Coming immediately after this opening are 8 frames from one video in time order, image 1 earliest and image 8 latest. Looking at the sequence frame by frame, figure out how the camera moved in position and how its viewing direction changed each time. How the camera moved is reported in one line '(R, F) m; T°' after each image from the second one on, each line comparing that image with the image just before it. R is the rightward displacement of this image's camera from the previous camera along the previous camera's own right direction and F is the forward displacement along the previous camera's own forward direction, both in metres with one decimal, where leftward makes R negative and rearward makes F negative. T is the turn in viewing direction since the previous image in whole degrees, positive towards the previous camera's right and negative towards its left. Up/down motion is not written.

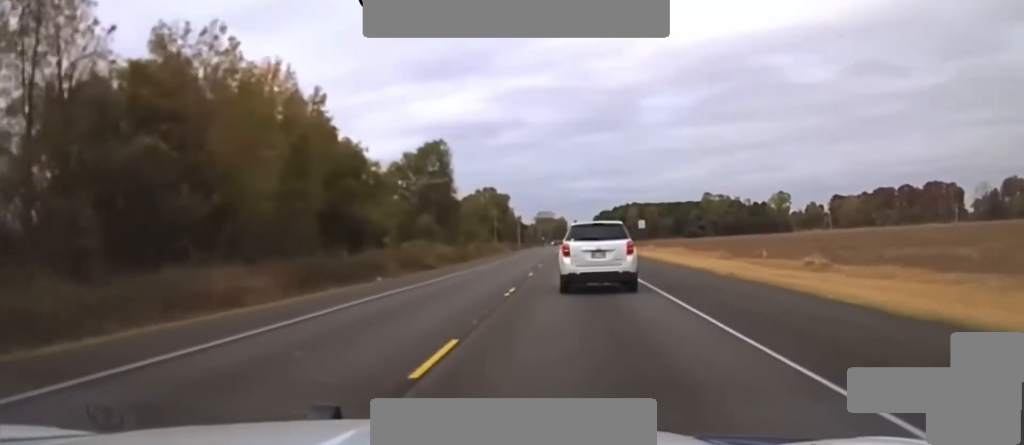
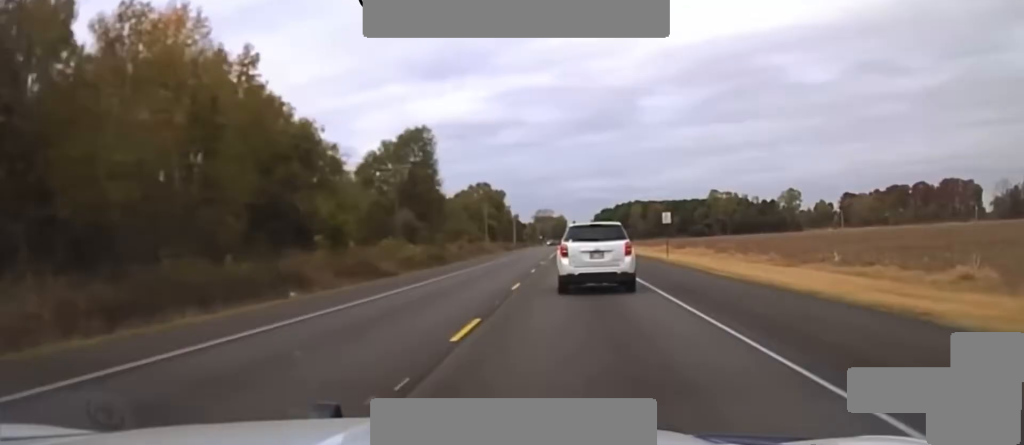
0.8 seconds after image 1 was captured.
(-0.2, +21.0) m; -1°
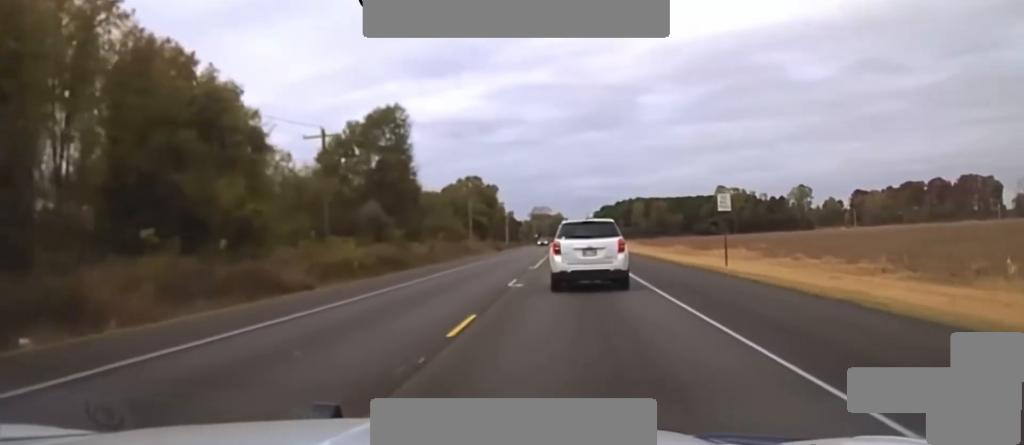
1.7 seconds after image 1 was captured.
(-0.8, +24.1) m; +3°
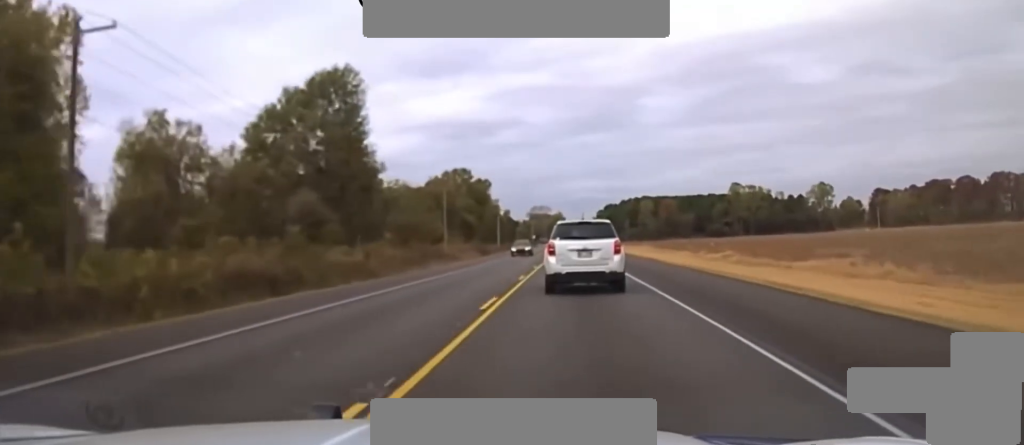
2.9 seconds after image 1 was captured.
(+2.4, +32.4) m; +2°
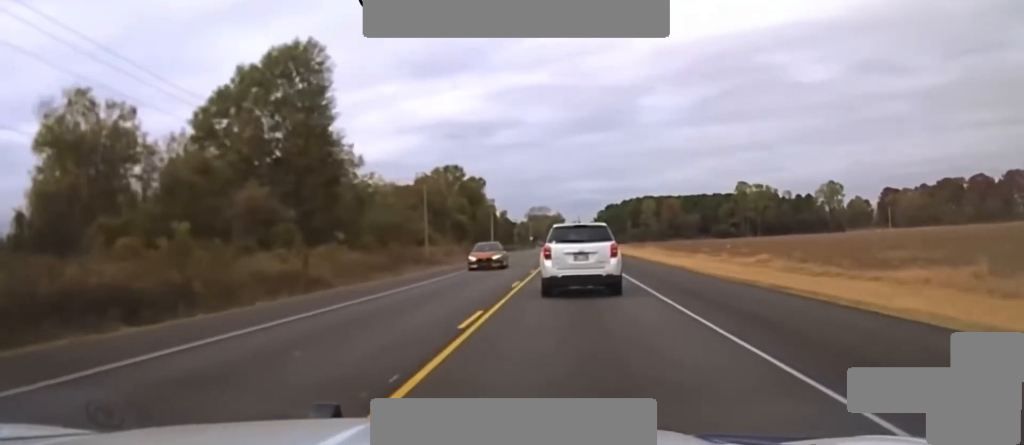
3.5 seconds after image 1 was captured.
(-0.5, +15.6) m; -2°
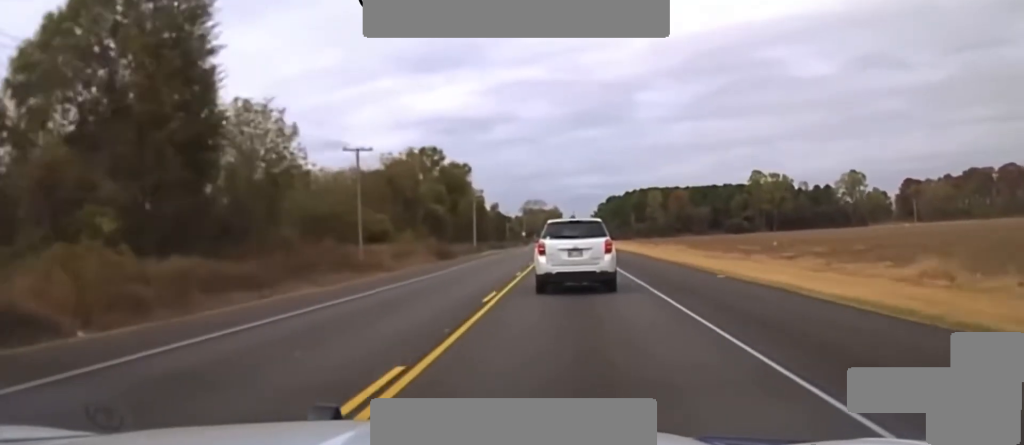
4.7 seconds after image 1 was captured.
(-0.7, +34.1) m; -2°
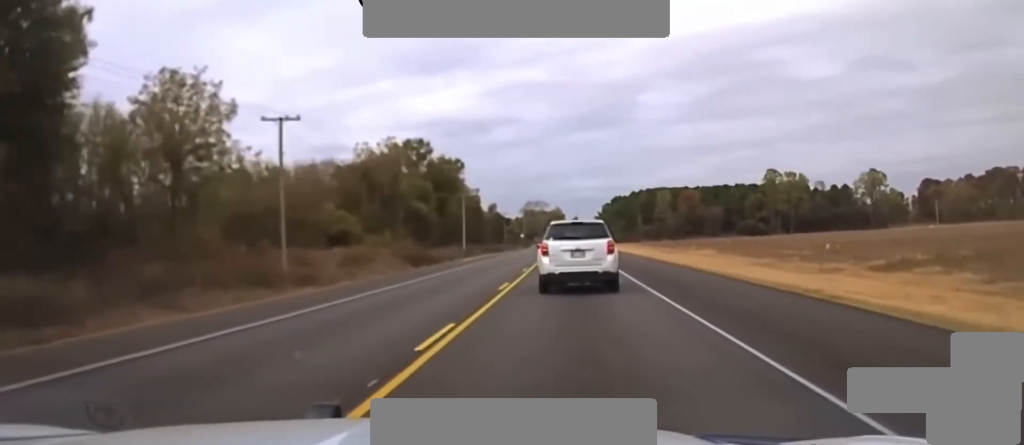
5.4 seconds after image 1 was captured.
(-0.2, +22.7) m; 0°
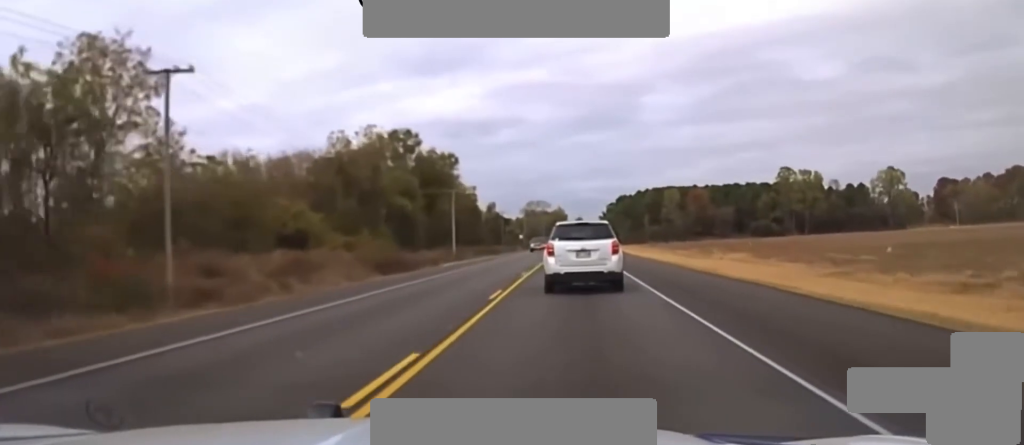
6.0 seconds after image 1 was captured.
(+0.1, +15.2) m; +2°
